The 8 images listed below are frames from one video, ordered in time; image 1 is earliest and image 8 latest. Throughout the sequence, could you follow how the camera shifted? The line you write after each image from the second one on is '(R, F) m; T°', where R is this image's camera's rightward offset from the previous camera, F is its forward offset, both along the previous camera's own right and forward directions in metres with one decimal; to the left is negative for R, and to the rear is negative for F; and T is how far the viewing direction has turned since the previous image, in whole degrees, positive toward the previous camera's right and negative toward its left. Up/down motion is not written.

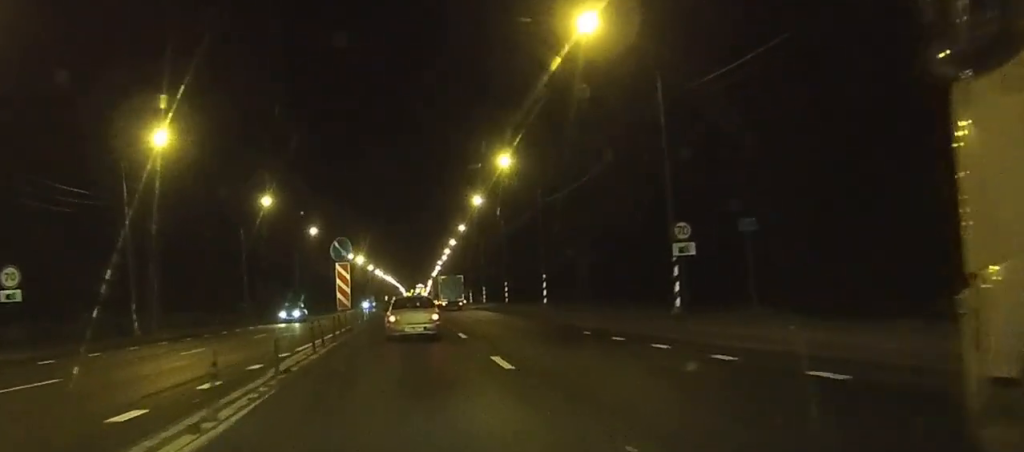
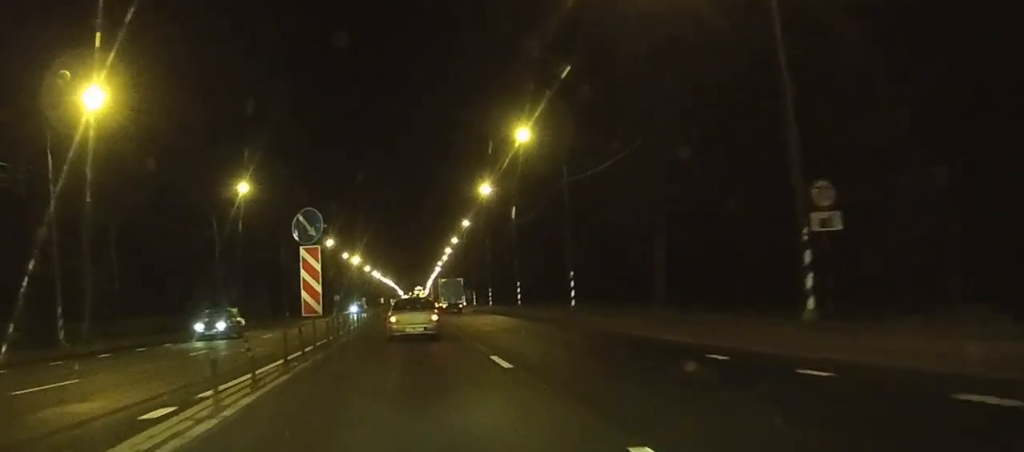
(0.0, +11.5) m; 0°
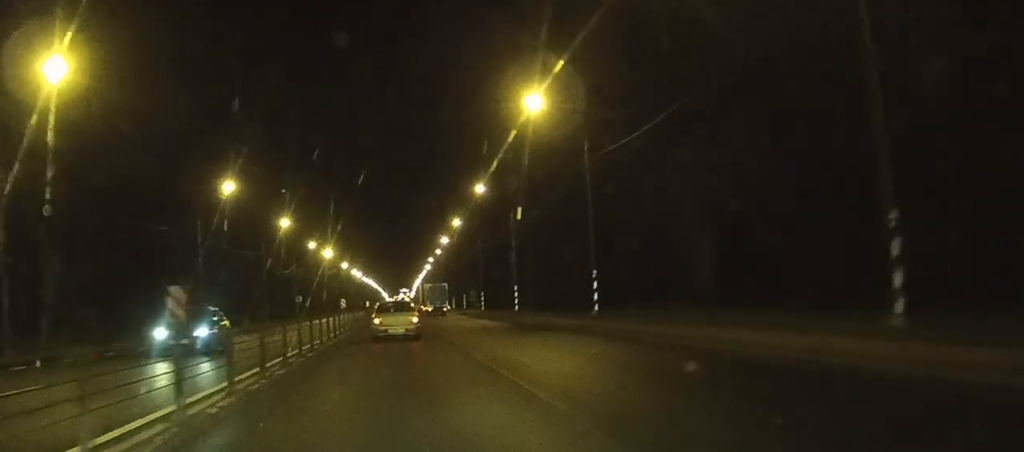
(+0.3, +38.1) m; +1°
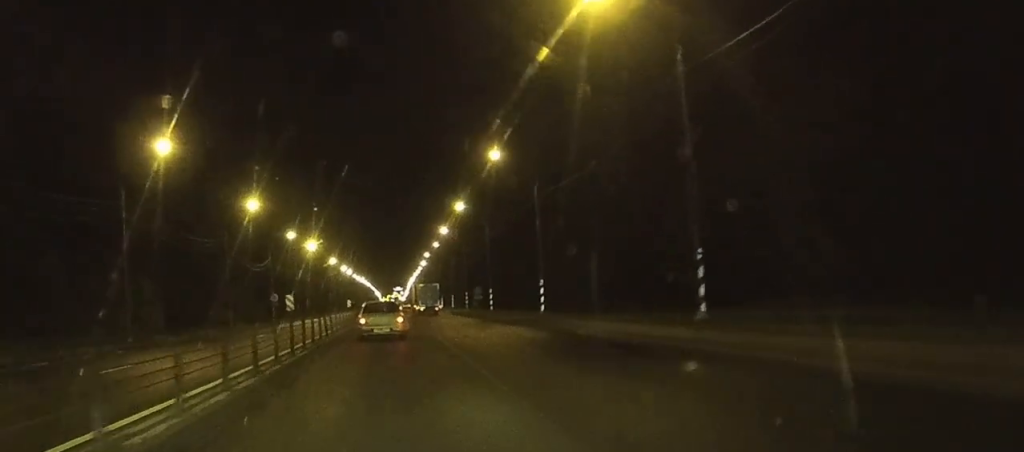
(0.0, +17.5) m; 0°
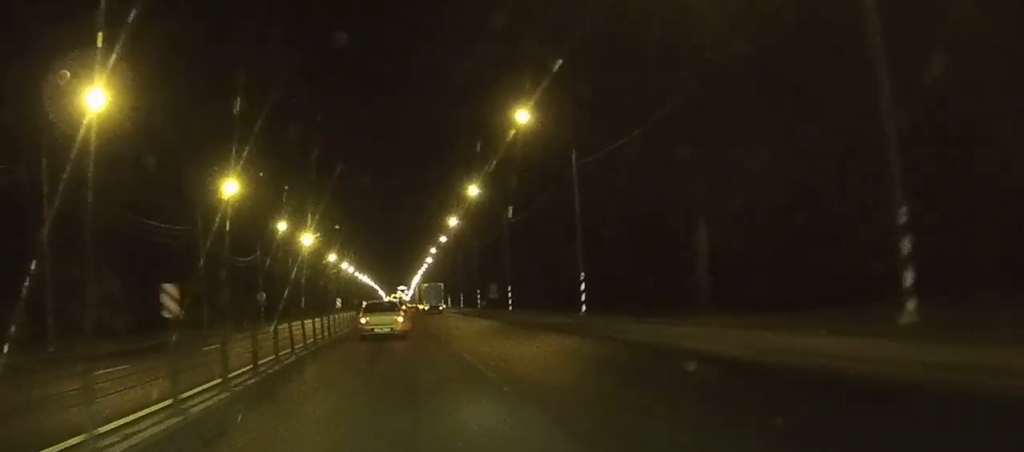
(0.0, +12.2) m; 0°
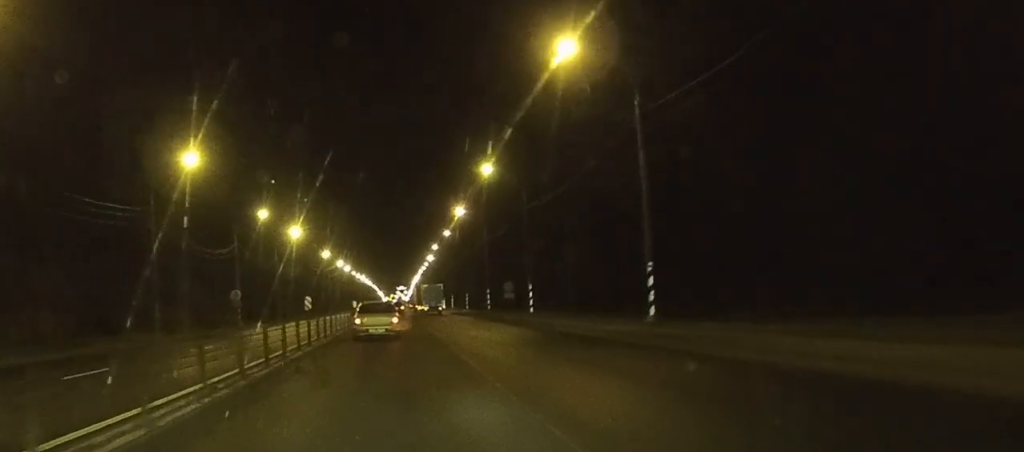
(0.0, +13.1) m; 0°
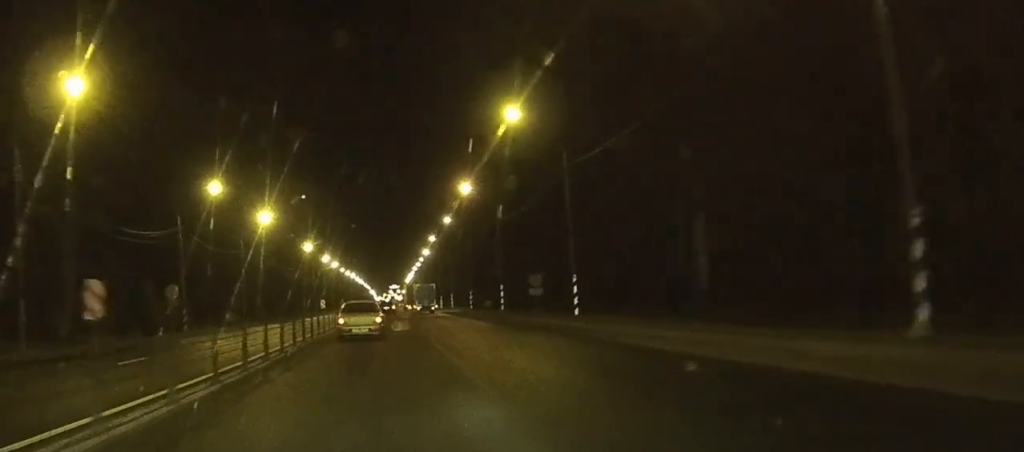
(0.0, +18.9) m; 0°
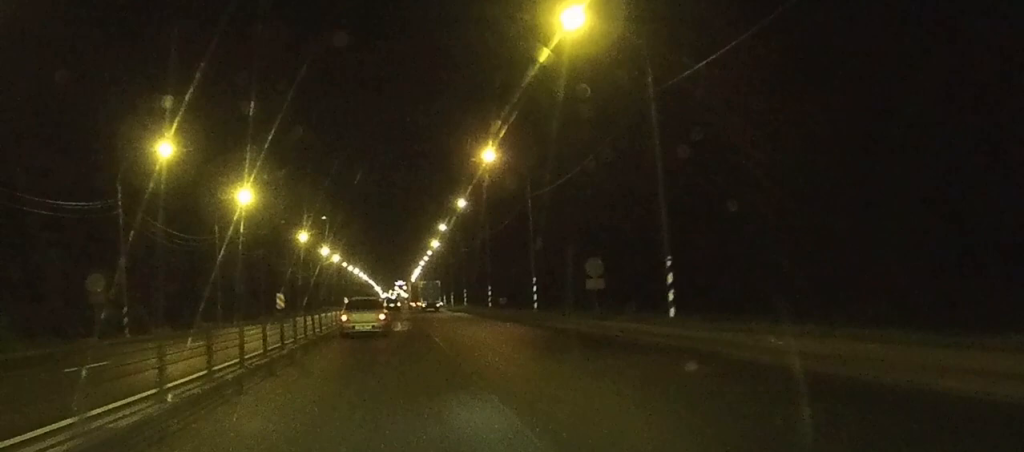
(0.0, +15.5) m; 0°
